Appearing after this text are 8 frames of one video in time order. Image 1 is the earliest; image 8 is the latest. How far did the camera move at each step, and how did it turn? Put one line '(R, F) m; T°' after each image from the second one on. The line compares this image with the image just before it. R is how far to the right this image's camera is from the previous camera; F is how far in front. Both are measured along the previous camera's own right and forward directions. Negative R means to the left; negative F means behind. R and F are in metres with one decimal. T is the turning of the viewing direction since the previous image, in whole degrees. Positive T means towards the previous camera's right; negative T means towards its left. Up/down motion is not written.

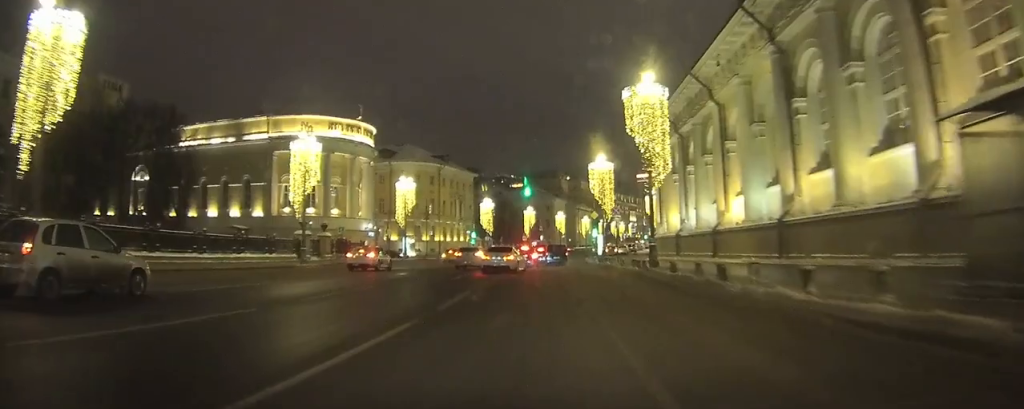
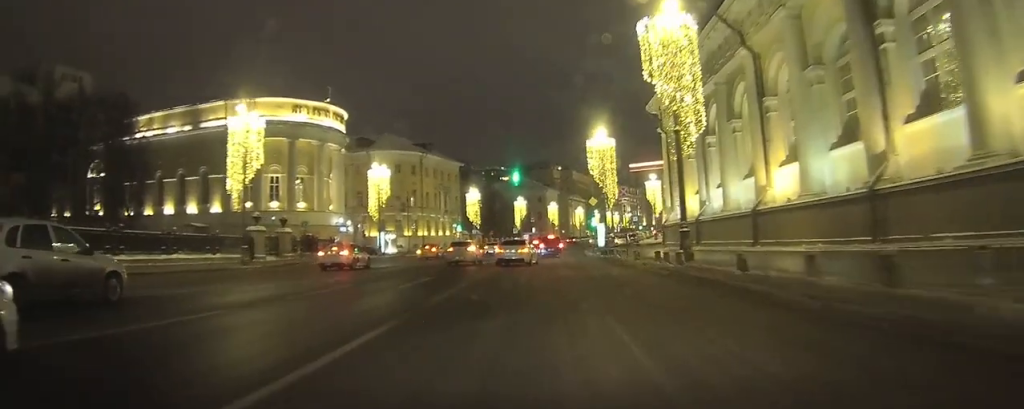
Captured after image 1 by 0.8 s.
(0.0, +7.9) m; 0°
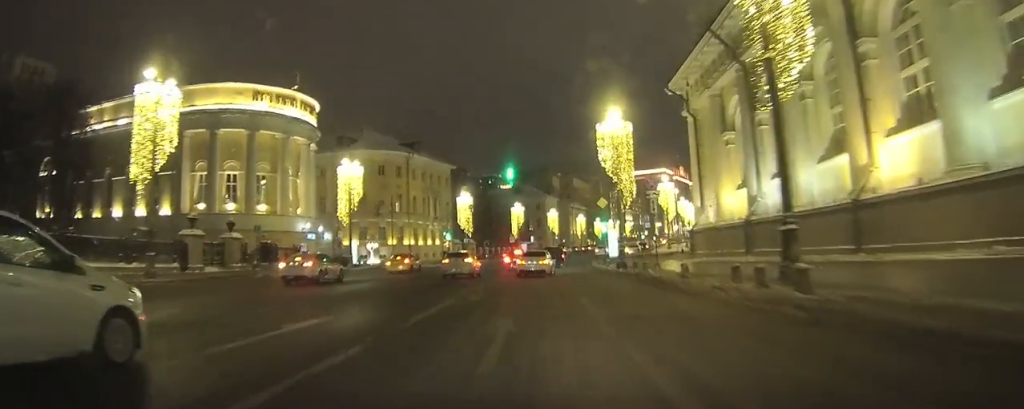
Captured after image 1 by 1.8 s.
(0.0, +11.1) m; 0°
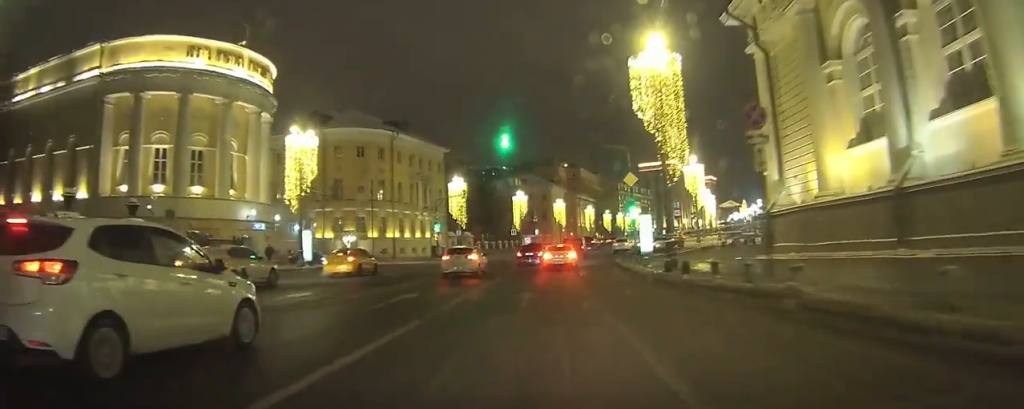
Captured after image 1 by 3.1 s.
(0.0, +16.3) m; +1°
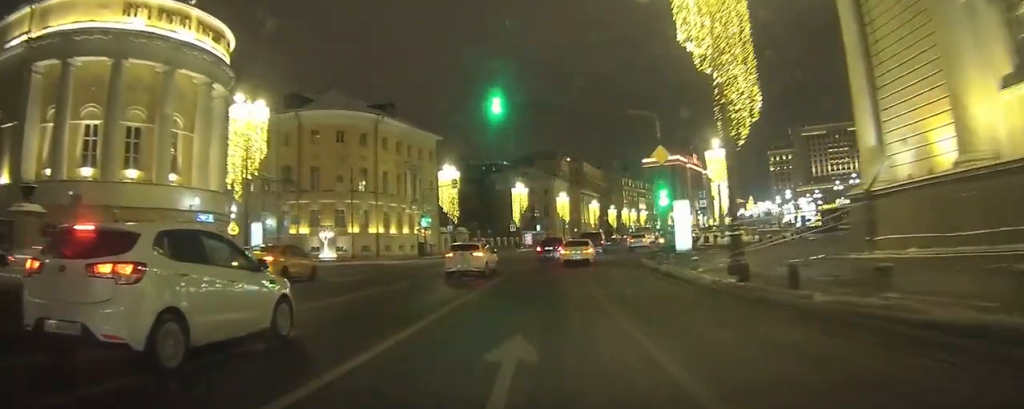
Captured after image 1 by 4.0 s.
(+0.1, +10.0) m; +2°
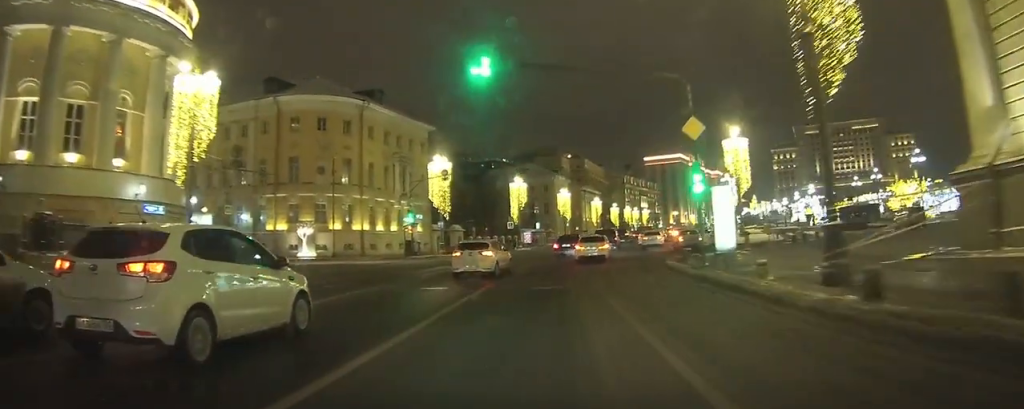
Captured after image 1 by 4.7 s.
(+0.1, +6.2) m; +1°
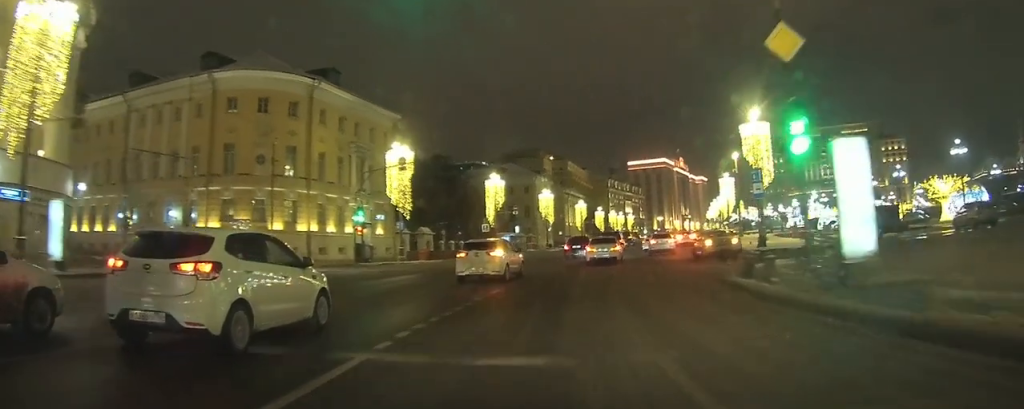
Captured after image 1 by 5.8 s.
(+0.1, +8.7) m; +2°
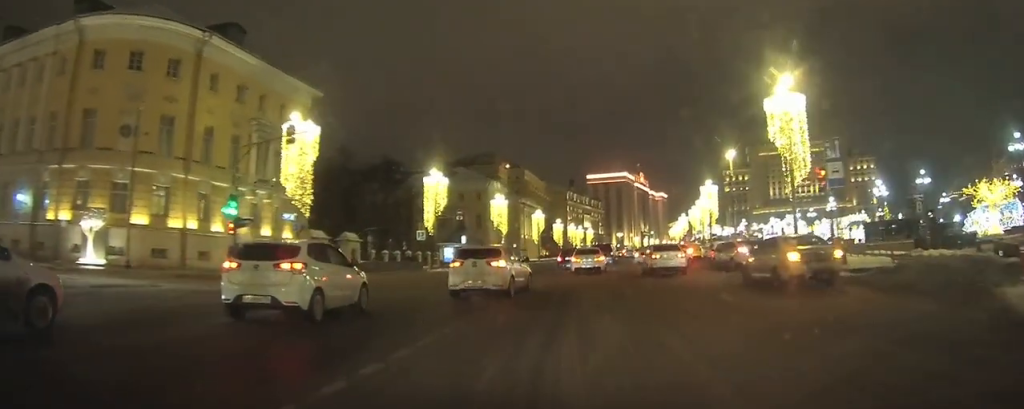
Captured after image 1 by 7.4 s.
(+0.2, +10.1) m; +3°
